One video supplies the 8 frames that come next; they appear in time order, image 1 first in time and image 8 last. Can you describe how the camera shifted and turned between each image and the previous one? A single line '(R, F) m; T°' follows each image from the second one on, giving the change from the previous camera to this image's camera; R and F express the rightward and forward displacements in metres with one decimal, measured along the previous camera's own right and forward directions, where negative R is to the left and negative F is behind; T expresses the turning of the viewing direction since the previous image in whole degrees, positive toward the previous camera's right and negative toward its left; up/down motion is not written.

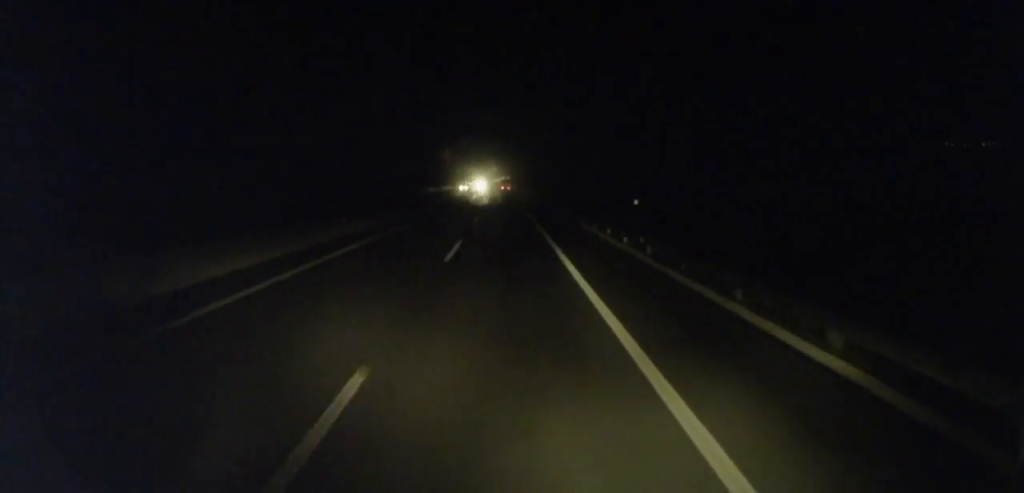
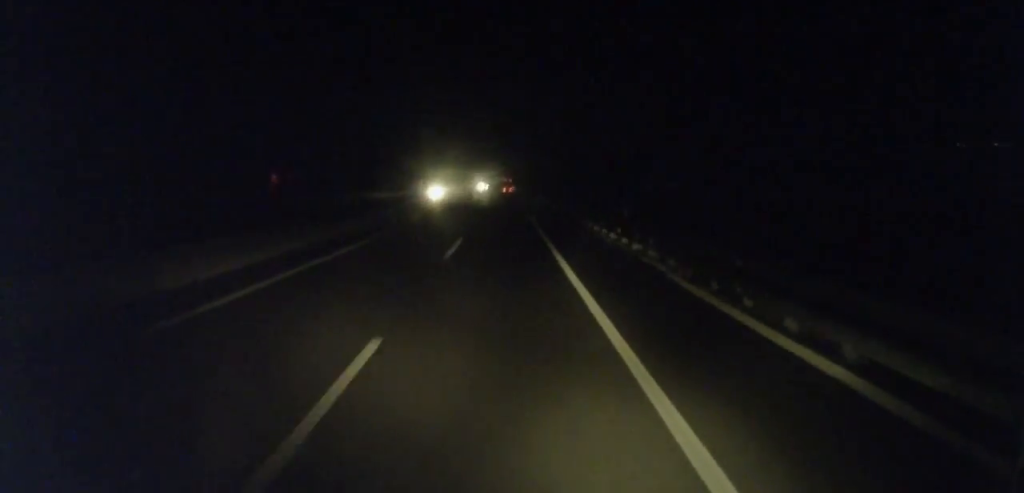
(-0.3, +117.4) m; 0°
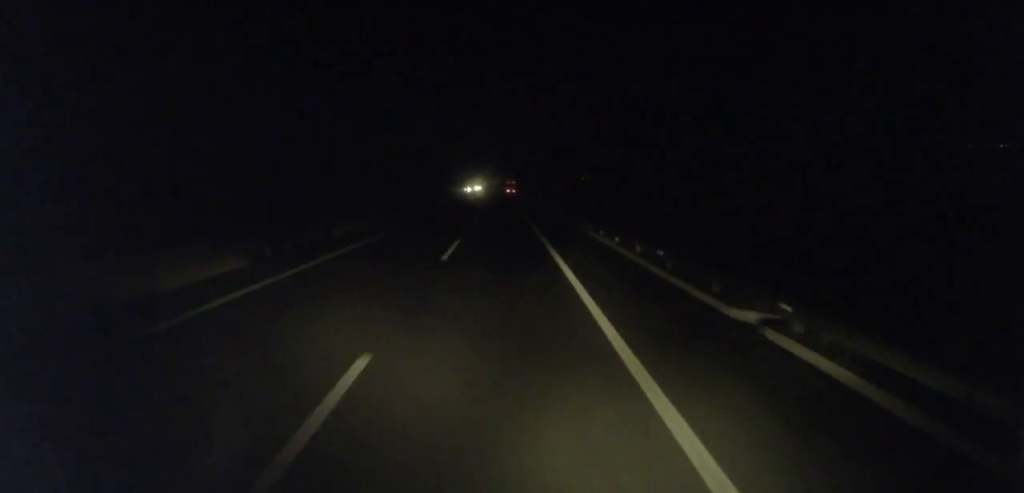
(+0.2, +85.6) m; 0°
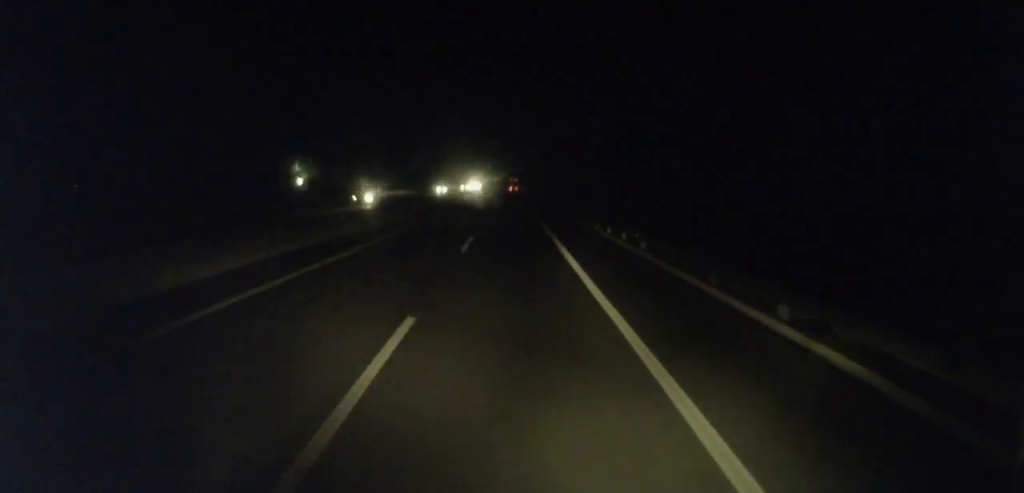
(0.0, +82.5) m; 0°
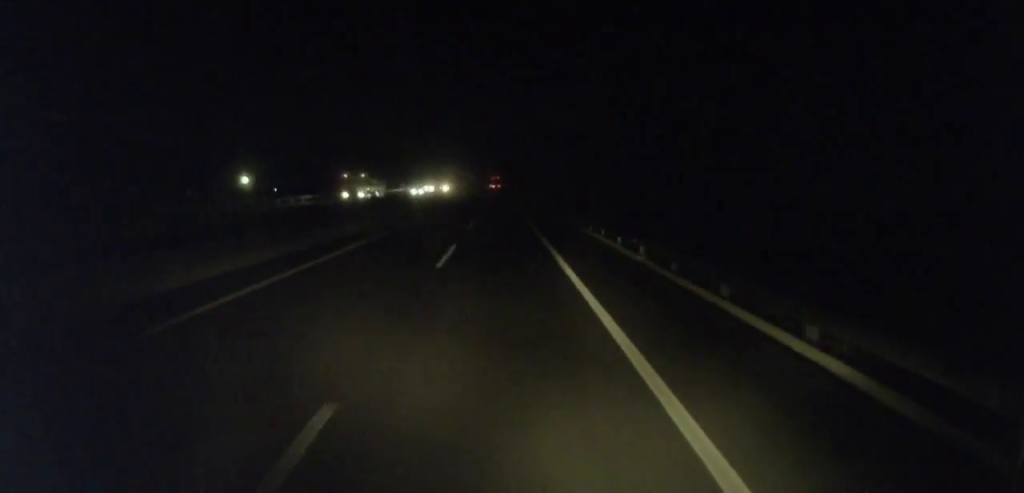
(+0.6, +89.0) m; +1°
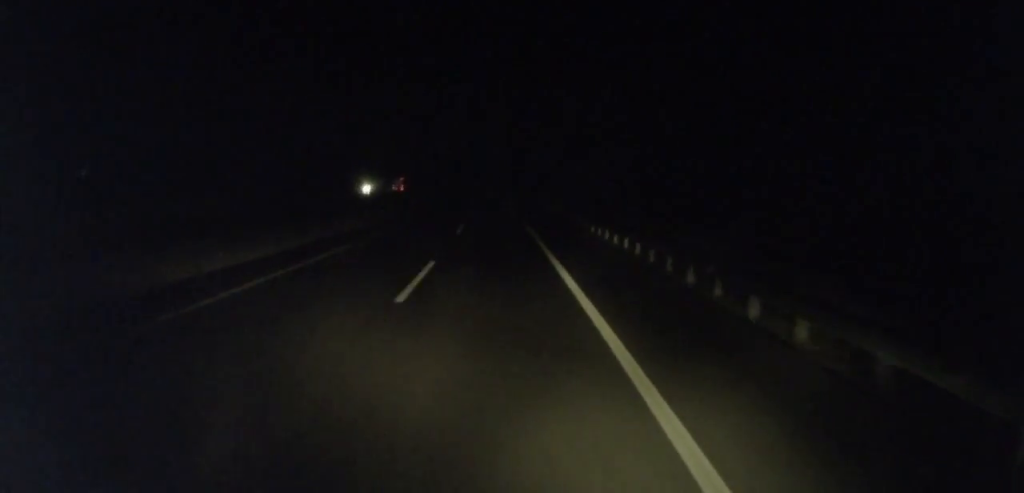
(-0.1, +175.1) m; -2°
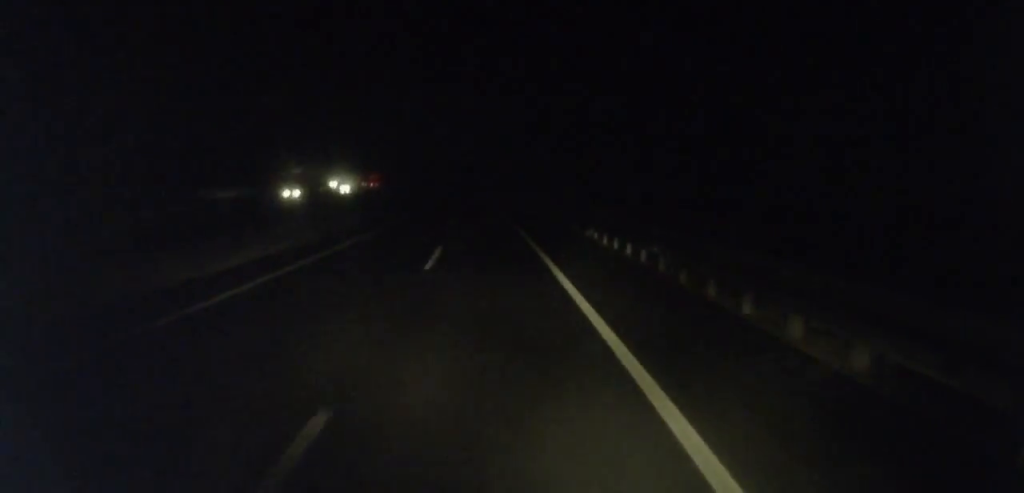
(-1.5, +63.8) m; -3°
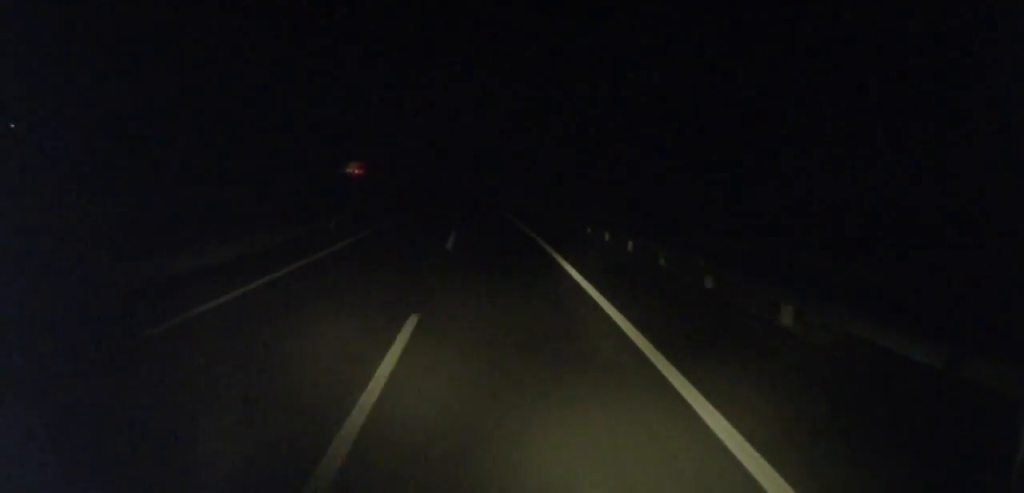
(-4.7, +98.9) m; -7°
